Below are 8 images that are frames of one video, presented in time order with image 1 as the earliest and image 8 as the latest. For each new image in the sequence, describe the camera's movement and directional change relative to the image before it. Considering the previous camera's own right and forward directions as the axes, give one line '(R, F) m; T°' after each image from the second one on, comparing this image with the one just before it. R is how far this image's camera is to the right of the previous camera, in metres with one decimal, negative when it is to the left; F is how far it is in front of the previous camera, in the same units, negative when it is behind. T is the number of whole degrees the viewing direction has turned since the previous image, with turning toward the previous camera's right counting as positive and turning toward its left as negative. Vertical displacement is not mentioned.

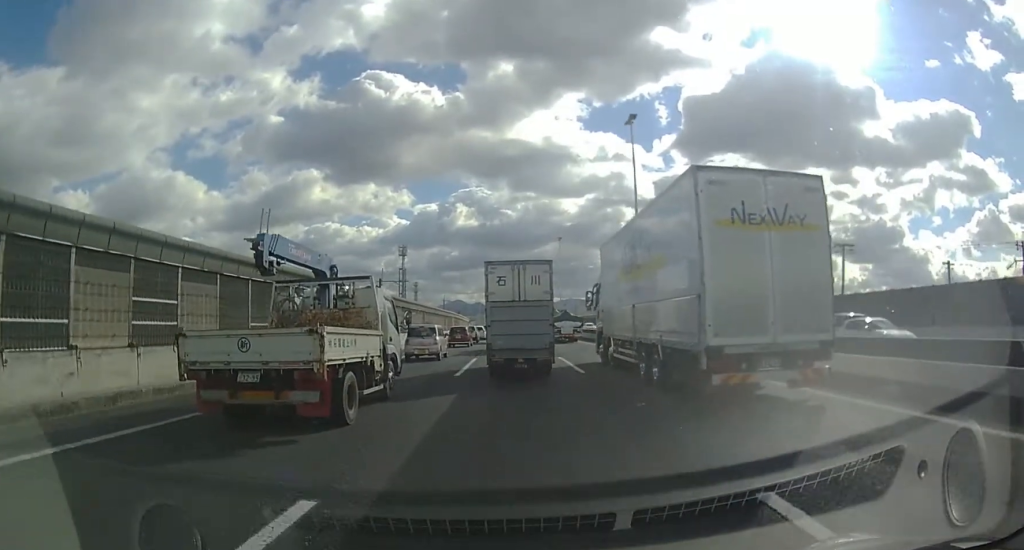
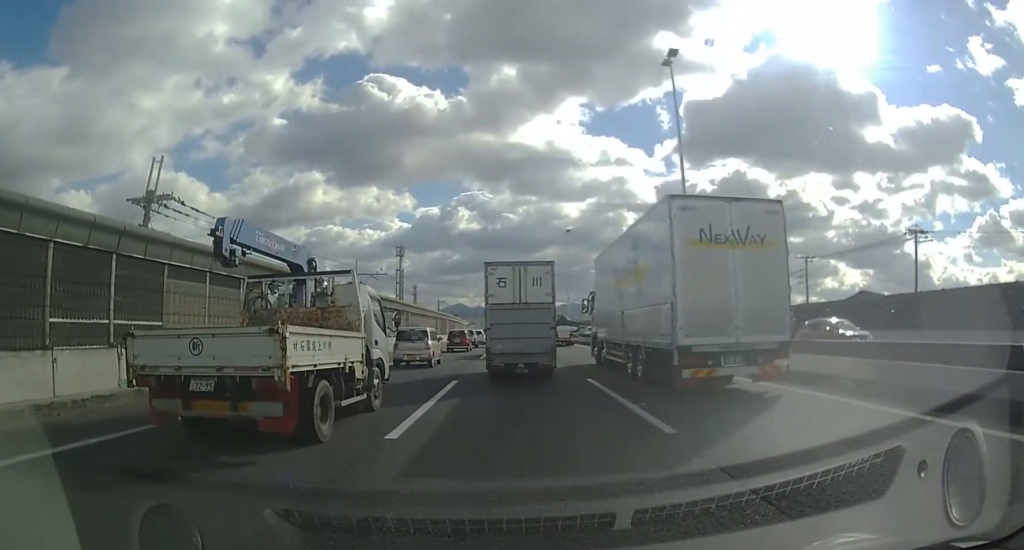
(-0.1, +8.7) m; 0°
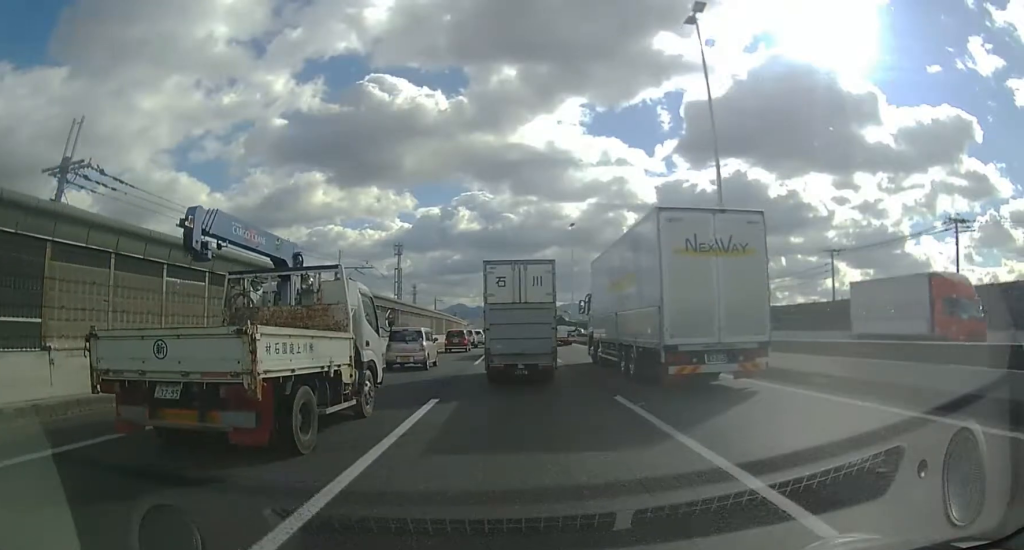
(0.0, +4.4) m; +1°
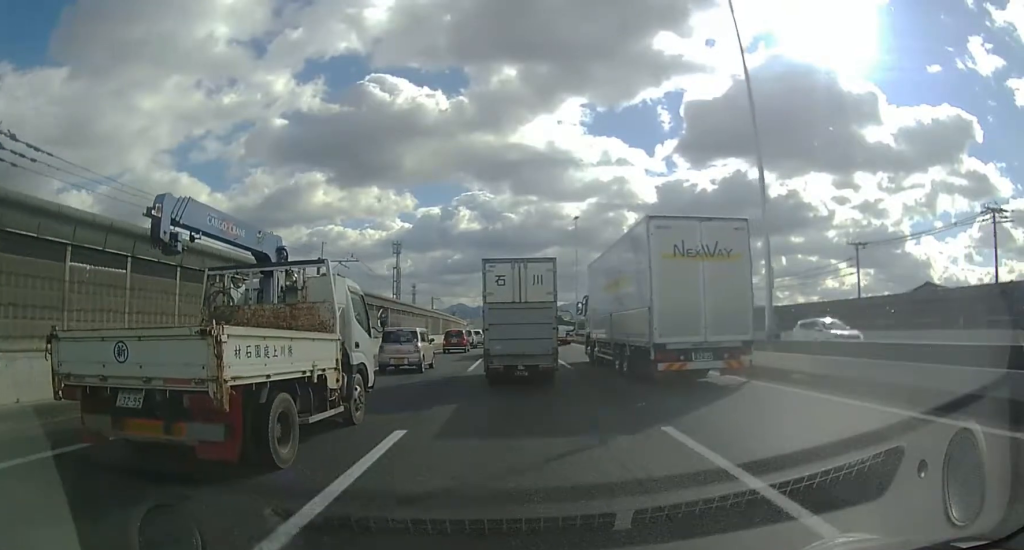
(0.0, +3.5) m; 0°
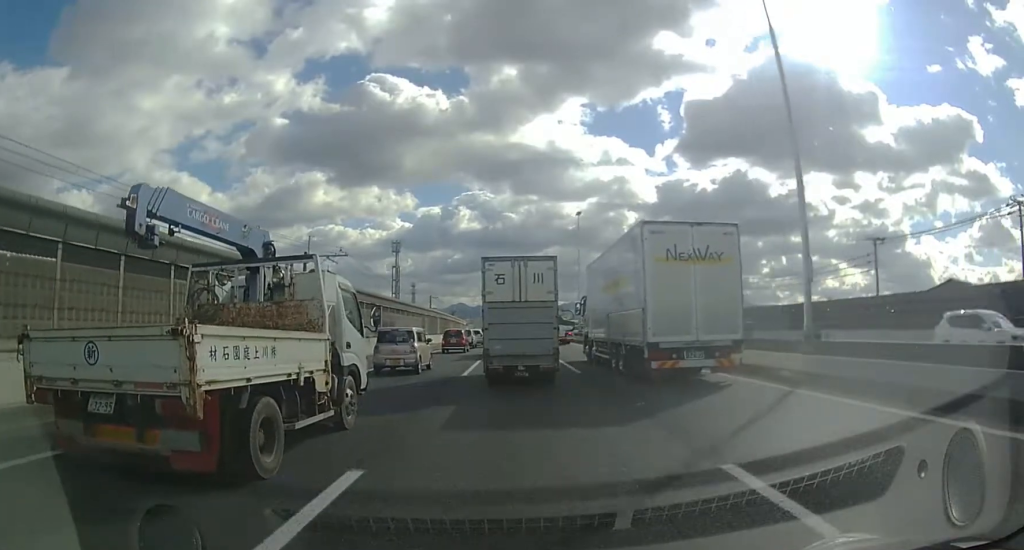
(0.0, +2.4) m; 0°
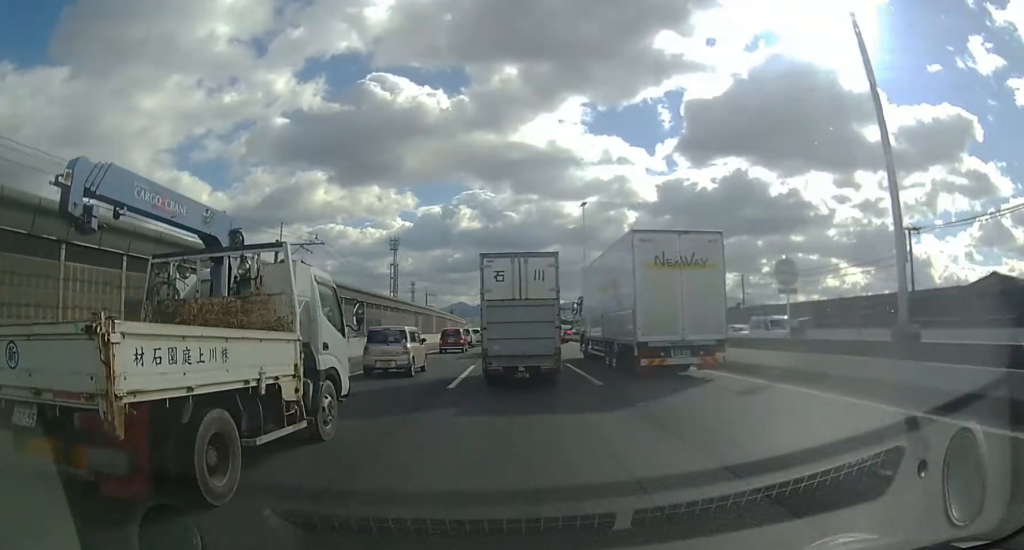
(-0.1, +4.2) m; 0°
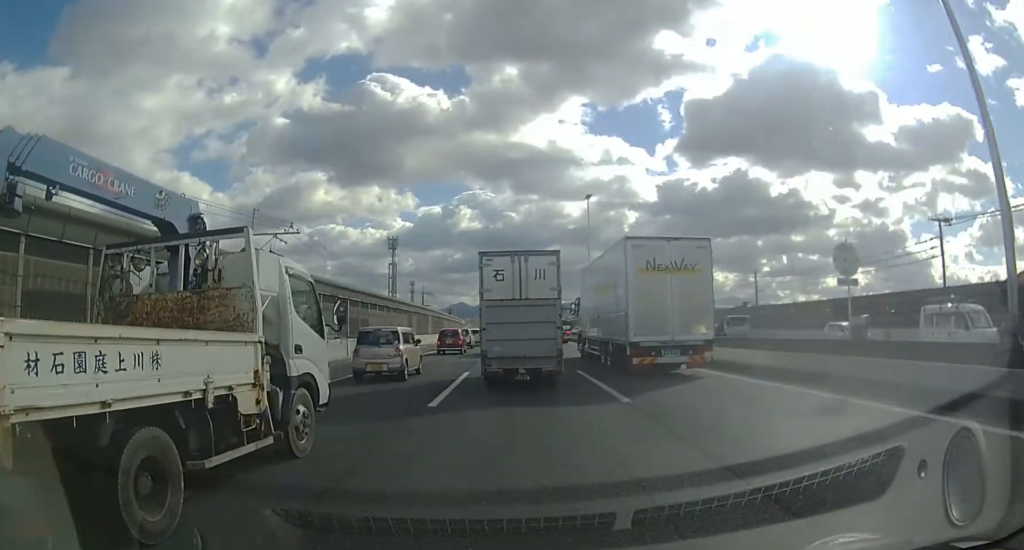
(0.0, +3.3) m; 0°
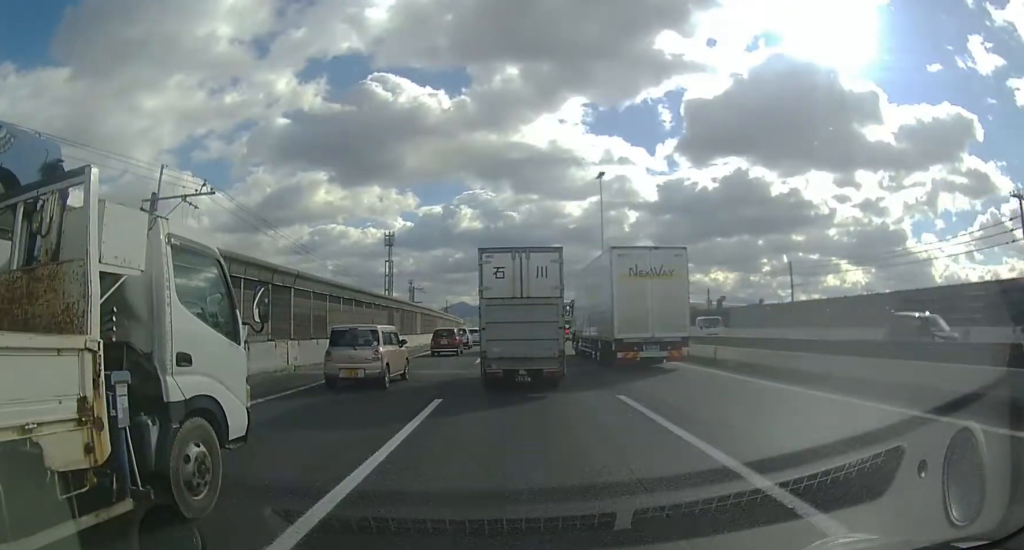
(0.0, +7.2) m; -1°
